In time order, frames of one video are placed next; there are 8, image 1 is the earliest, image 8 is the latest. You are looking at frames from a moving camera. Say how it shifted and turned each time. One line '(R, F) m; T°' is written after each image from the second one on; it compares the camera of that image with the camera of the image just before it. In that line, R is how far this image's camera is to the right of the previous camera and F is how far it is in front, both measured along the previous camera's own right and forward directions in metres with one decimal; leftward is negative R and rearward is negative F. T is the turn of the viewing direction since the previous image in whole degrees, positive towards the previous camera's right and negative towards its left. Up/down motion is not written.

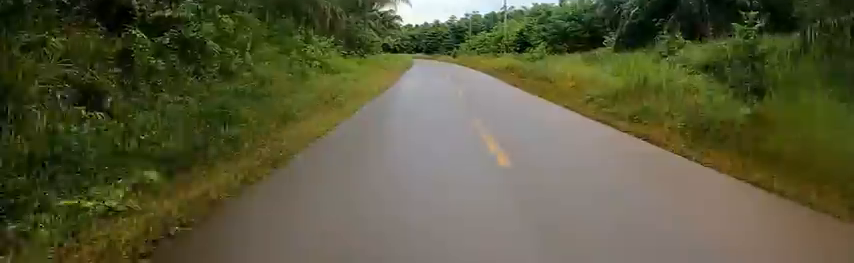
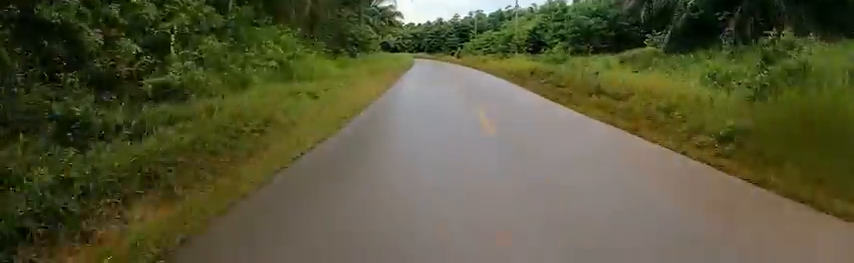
(0.0, +6.0) m; 0°
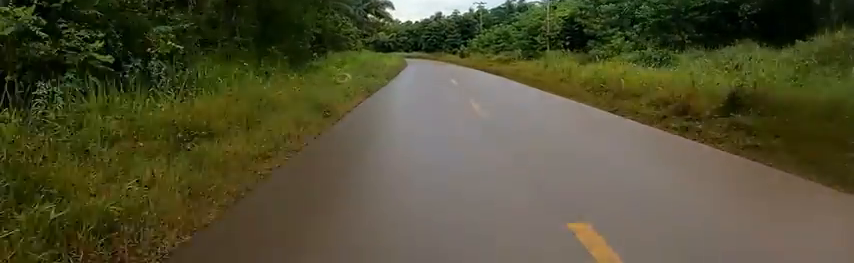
(0.0, +14.8) m; -5°
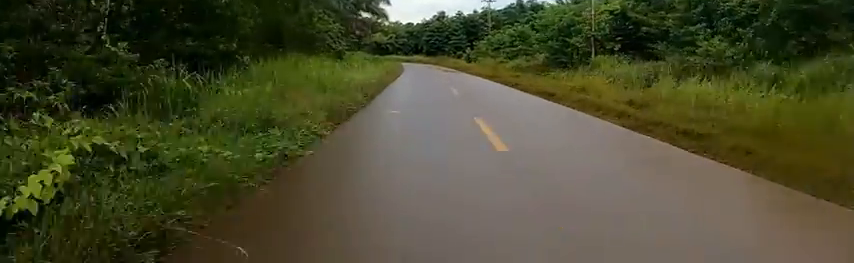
(-0.8, +9.5) m; 0°
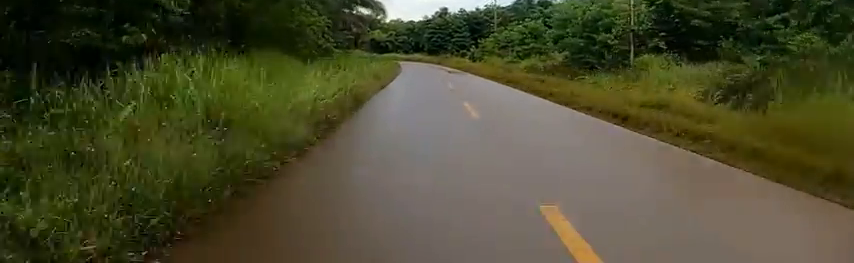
(-0.1, +5.4) m; +1°
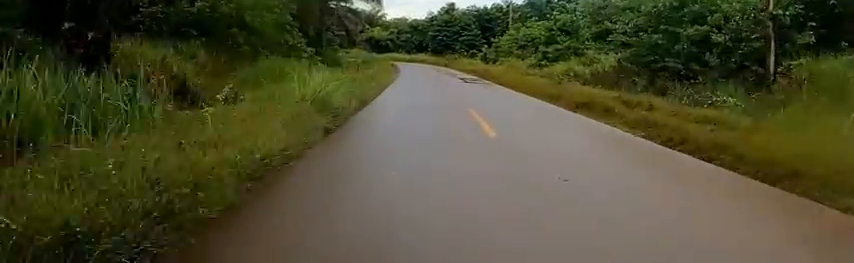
(+0.7, +9.5) m; +4°
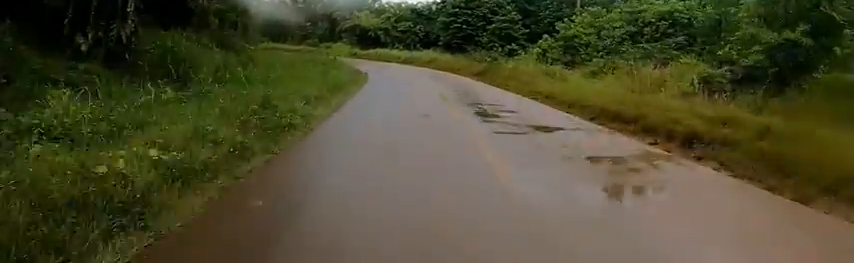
(-2.6, +26.0) m; -15°
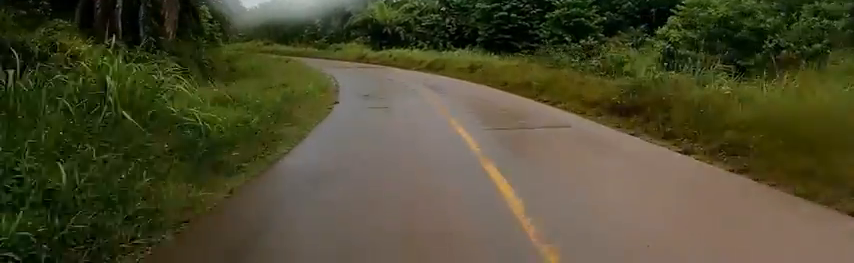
(-1.1, +13.6) m; -8°
